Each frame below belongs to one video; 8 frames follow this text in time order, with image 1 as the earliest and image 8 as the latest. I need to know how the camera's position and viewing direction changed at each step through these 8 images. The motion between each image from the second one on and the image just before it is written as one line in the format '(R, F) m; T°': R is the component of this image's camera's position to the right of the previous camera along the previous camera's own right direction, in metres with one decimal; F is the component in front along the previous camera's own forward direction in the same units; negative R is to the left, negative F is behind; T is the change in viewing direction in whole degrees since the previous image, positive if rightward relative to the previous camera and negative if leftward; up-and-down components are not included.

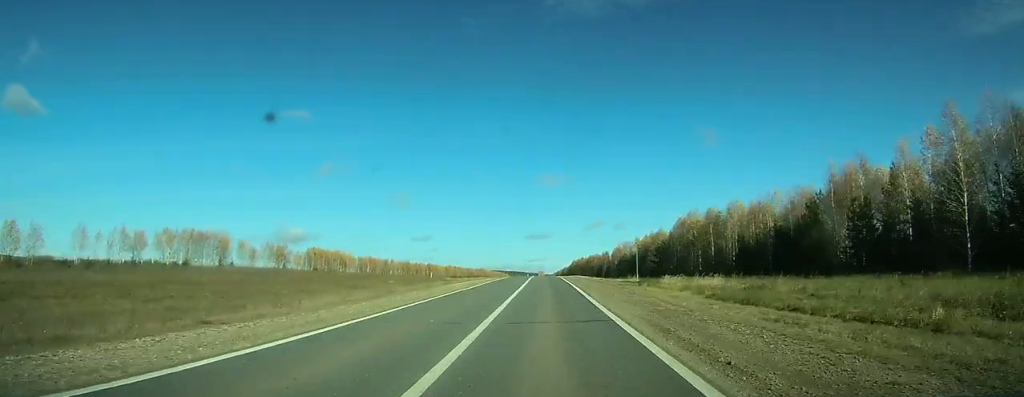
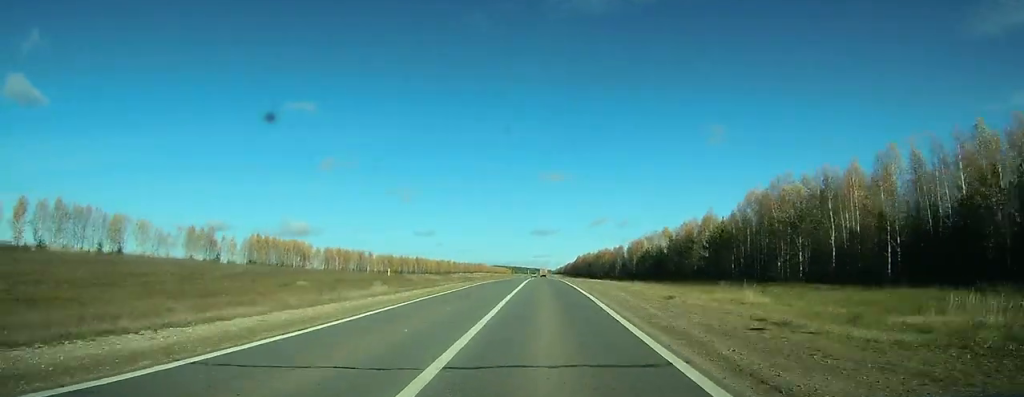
(-0.2, +35.0) m; 0°
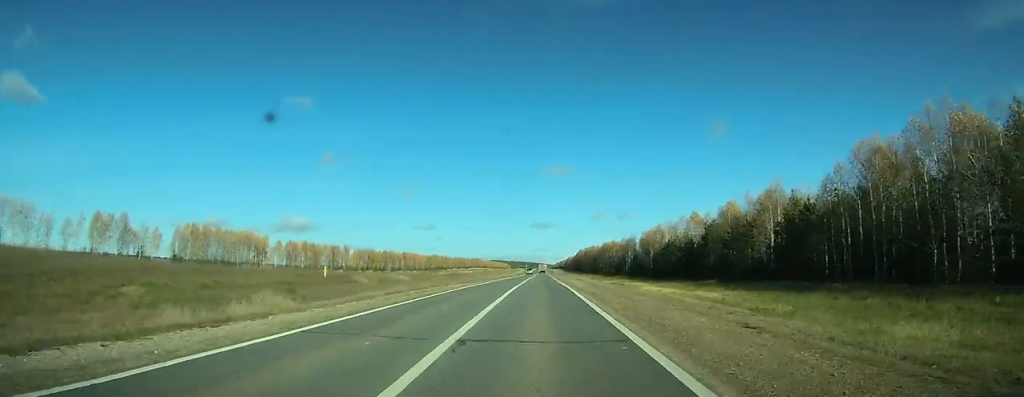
(-0.1, +25.9) m; 0°
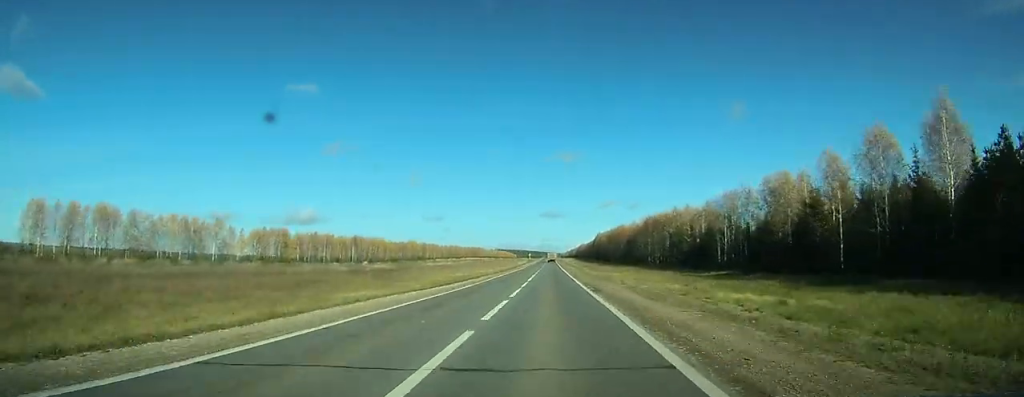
(-0.5, +83.2) m; -1°
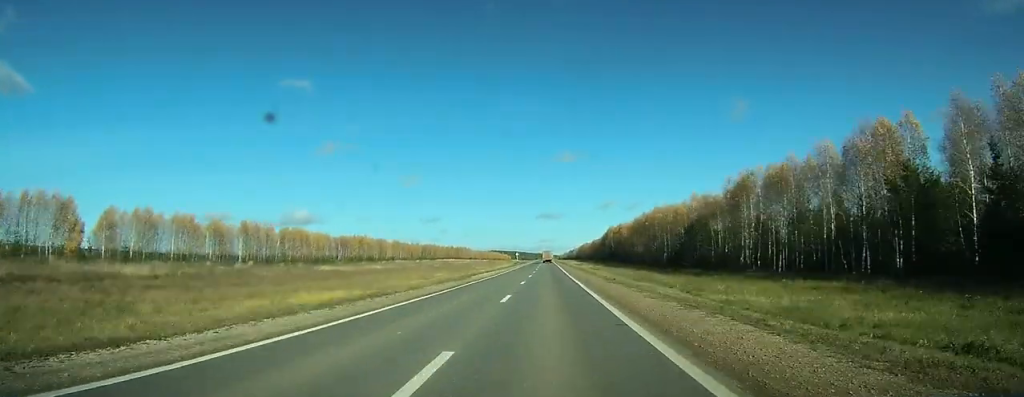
(0.0, +74.6) m; 0°
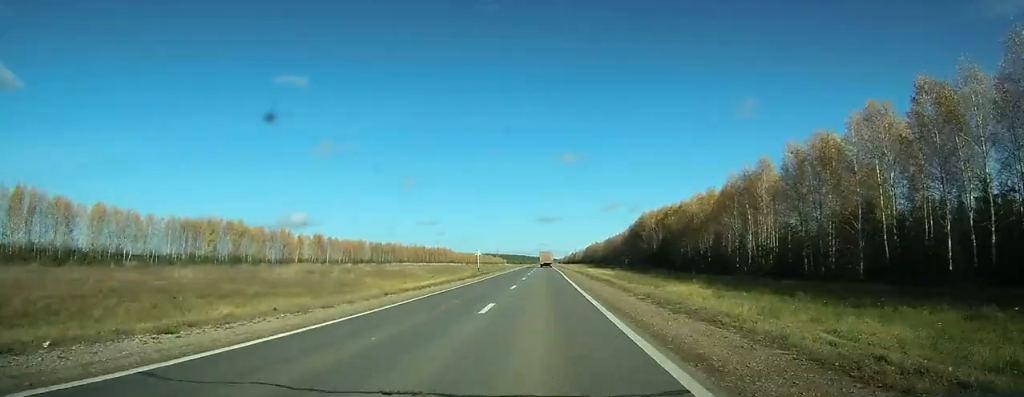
(+0.1, +94.9) m; 0°
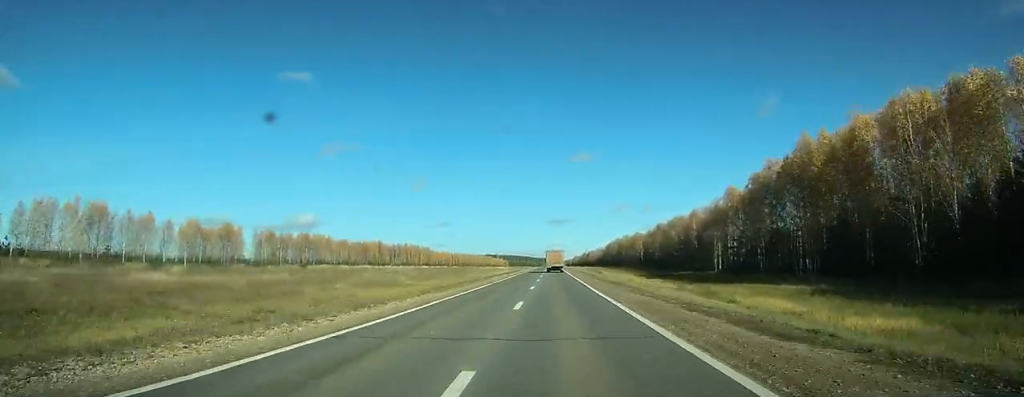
(-0.3, +102.6) m; 0°
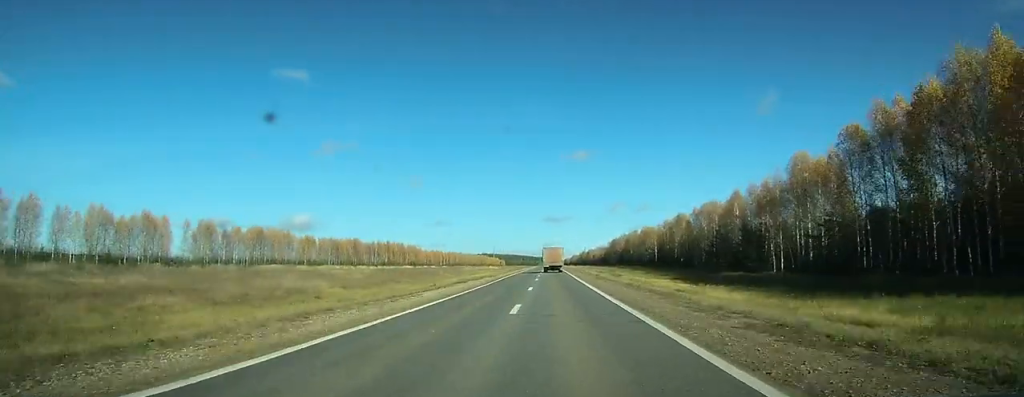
(-0.1, +27.3) m; 0°
